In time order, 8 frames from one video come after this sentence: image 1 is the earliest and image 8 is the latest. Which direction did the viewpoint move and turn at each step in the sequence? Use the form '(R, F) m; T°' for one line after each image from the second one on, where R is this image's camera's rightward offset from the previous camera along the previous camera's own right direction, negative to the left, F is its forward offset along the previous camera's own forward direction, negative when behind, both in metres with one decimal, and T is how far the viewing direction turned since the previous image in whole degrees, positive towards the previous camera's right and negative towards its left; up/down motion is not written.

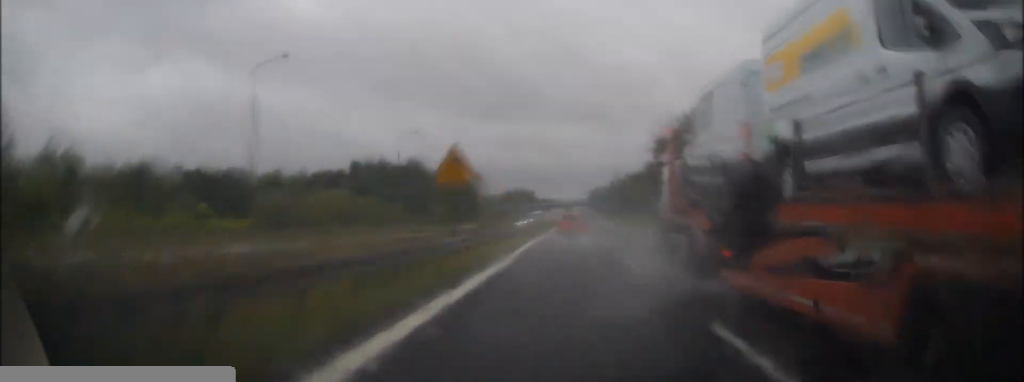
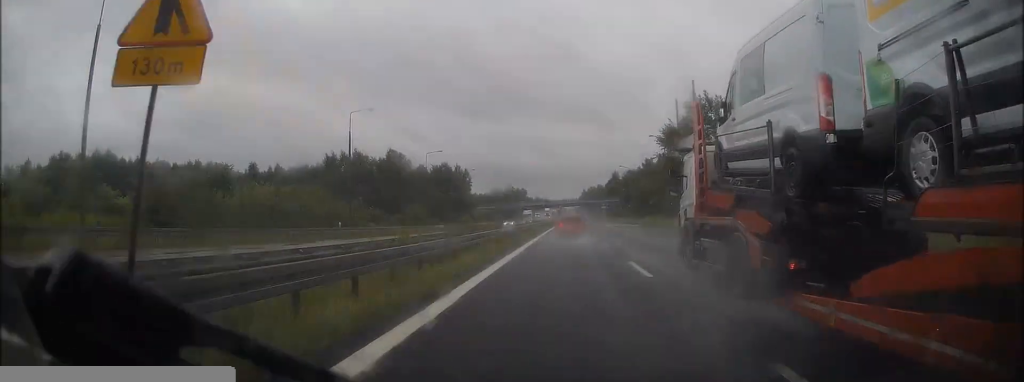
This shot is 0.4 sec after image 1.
(+0.1, +14.3) m; 0°
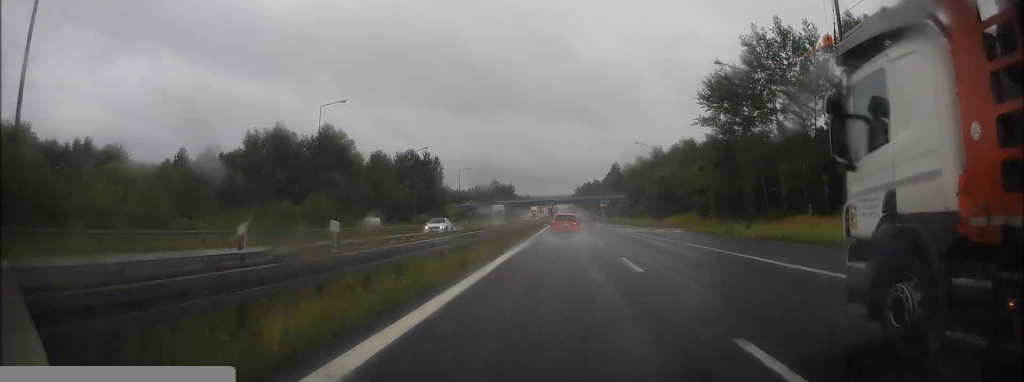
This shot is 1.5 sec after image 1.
(0.0, +34.1) m; +1°
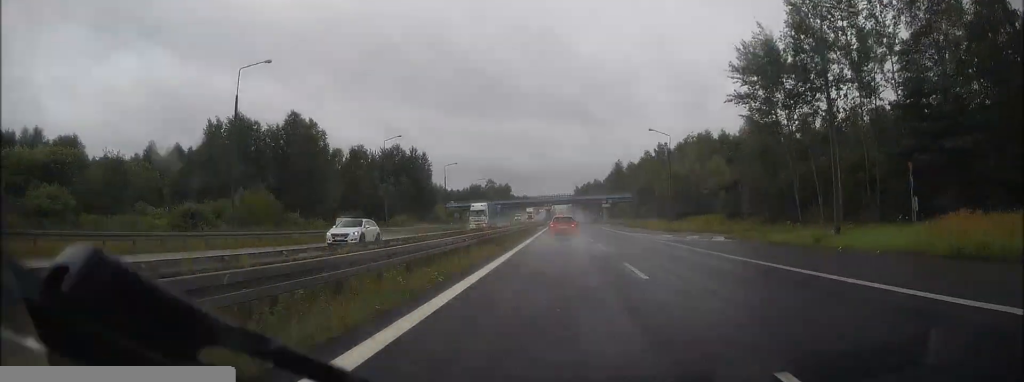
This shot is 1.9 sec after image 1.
(+0.2, +13.2) m; 0°
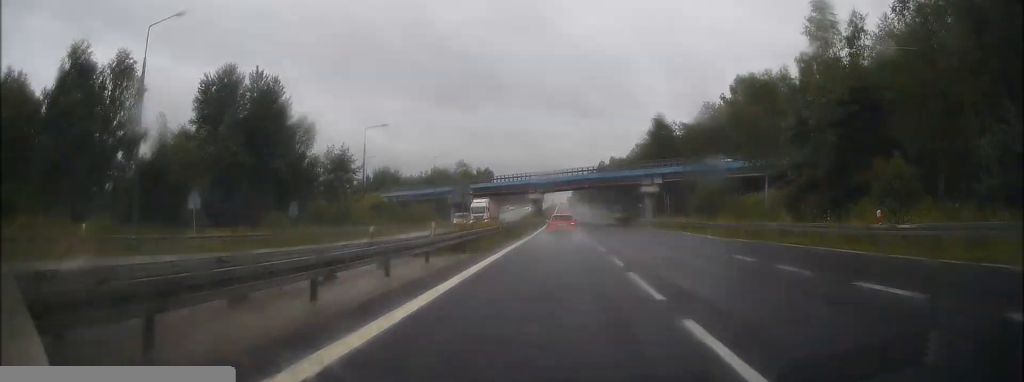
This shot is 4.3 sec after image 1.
(-0.5, +79.6) m; -1°
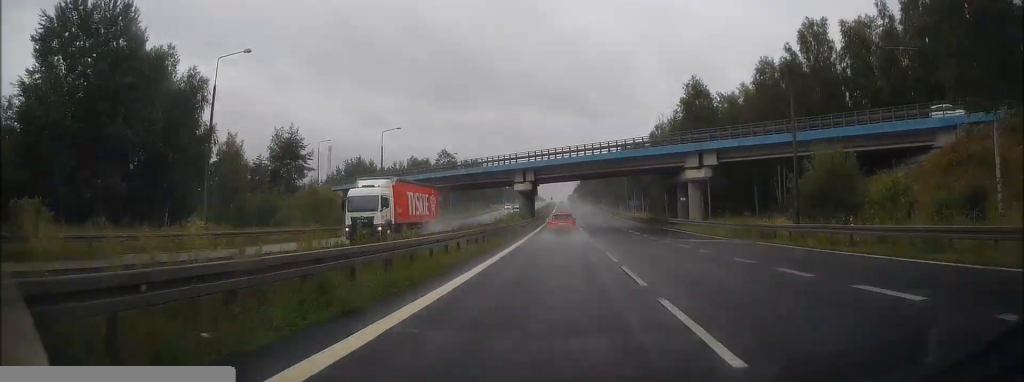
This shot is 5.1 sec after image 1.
(0.0, +28.8) m; 0°
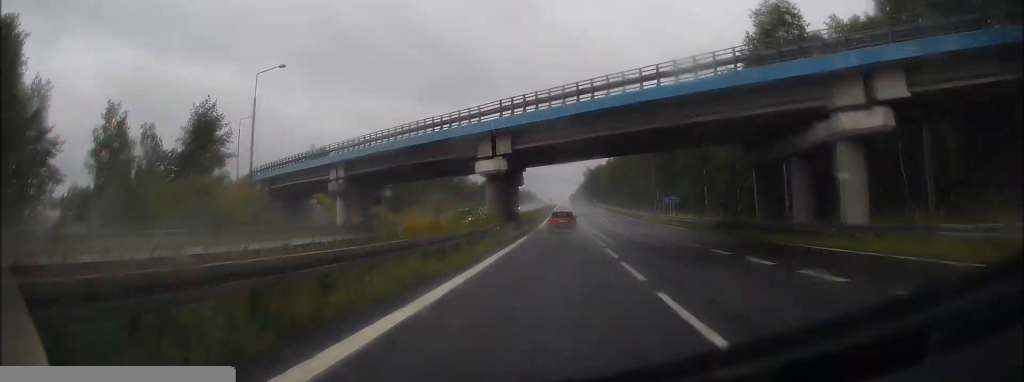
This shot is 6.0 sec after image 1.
(0.0, +30.1) m; 0°
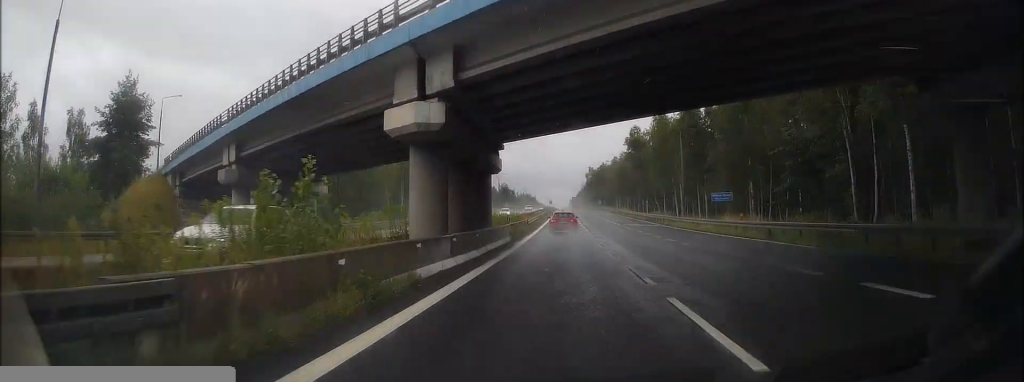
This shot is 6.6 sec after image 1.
(0.0, +18.9) m; 0°
